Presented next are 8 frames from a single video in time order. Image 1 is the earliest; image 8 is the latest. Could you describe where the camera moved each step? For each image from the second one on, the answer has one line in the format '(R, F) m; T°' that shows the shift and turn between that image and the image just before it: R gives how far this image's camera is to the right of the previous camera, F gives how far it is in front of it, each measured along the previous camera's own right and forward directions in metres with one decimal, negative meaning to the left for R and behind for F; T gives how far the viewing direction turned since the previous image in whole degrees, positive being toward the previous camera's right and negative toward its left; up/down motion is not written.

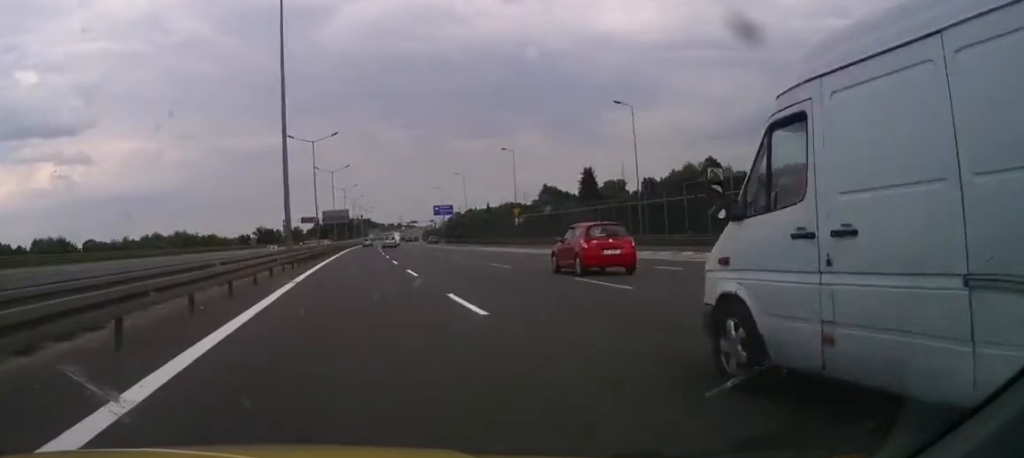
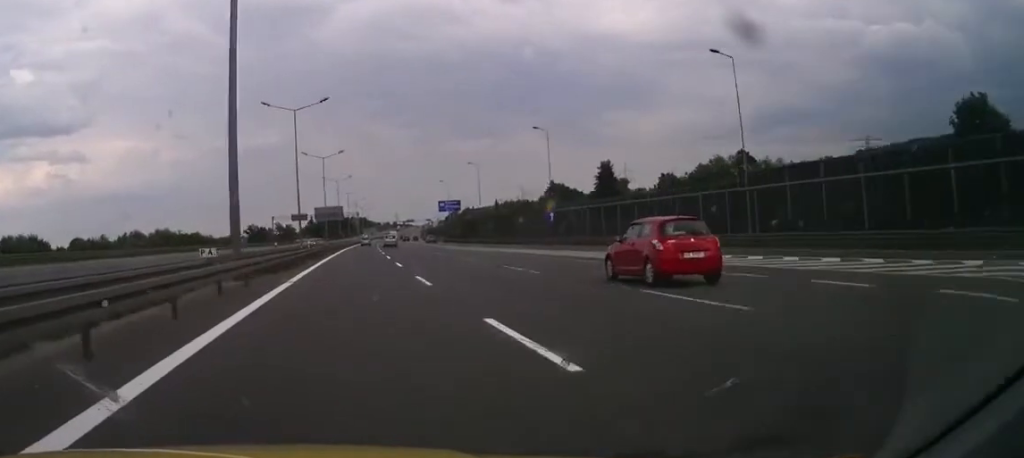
(0.0, +16.8) m; 0°
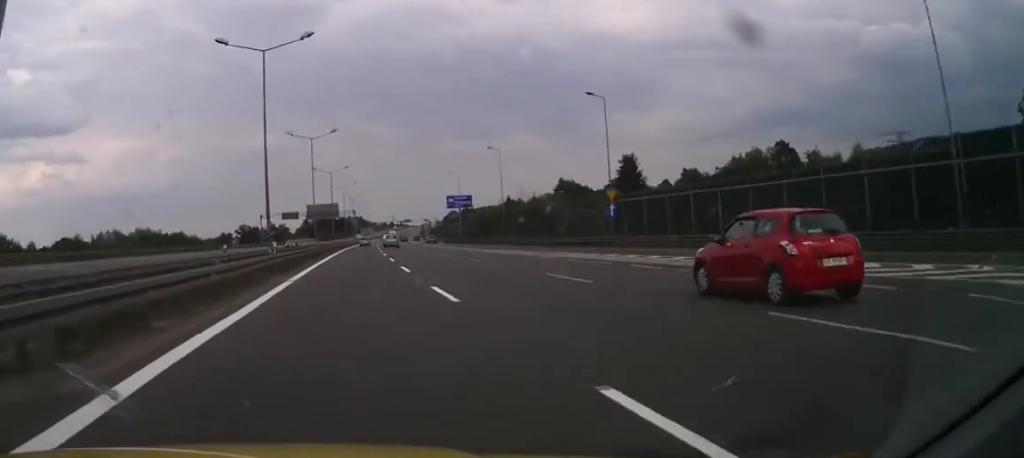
(0.0, +16.8) m; 0°
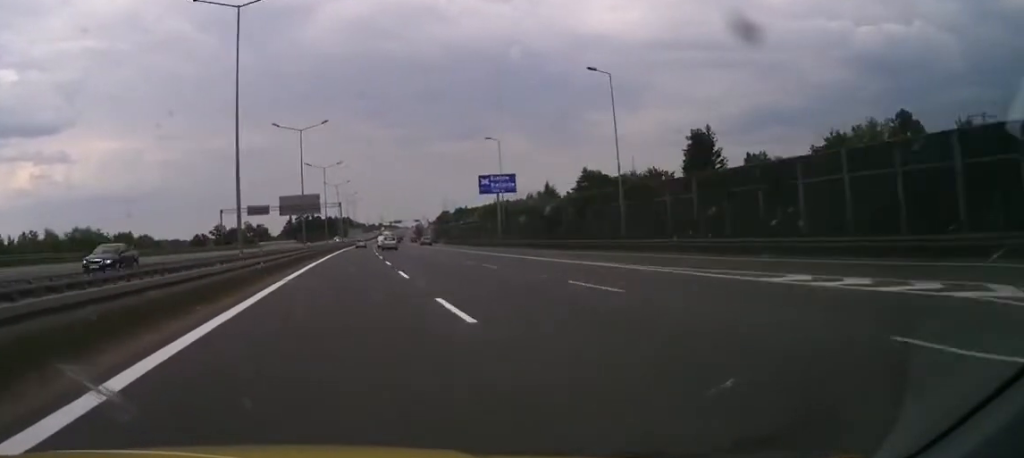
(0.0, +38.6) m; 0°
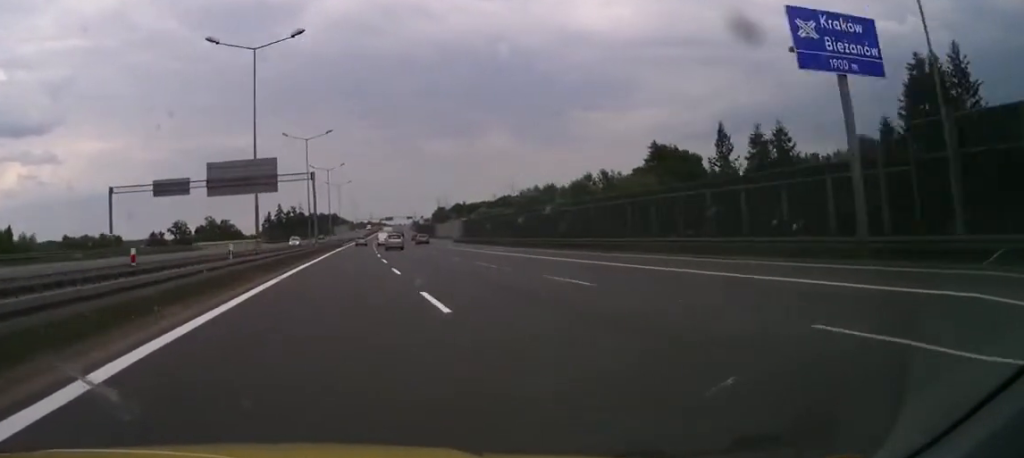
(0.0, +58.2) m; 0°
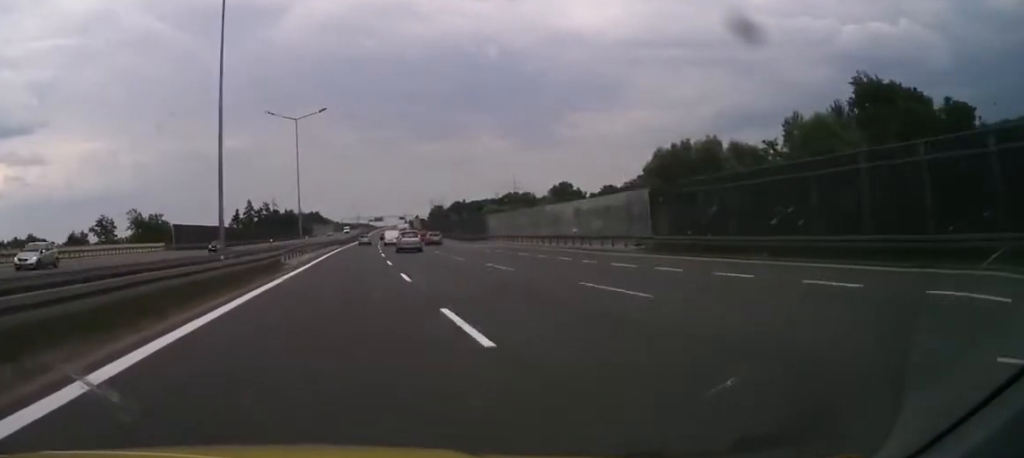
(+1.8, +74.7) m; +4°
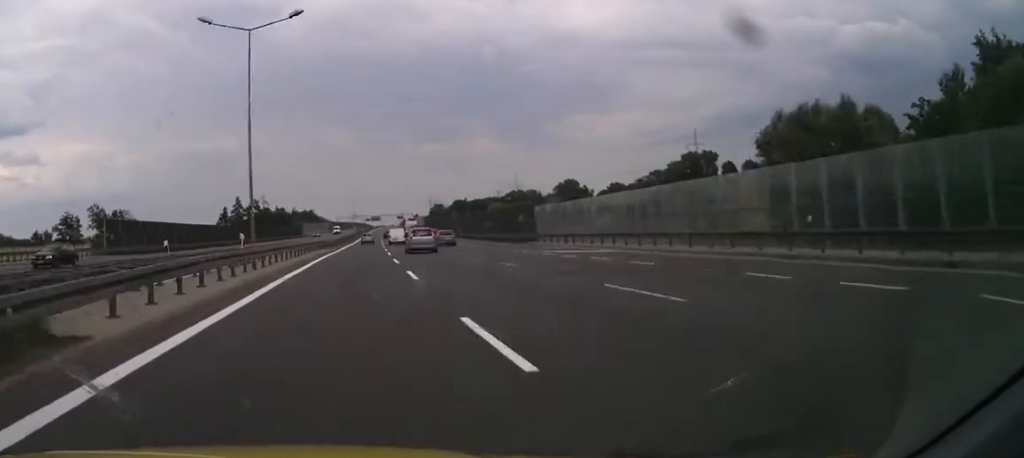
(+0.7, +25.1) m; +1°
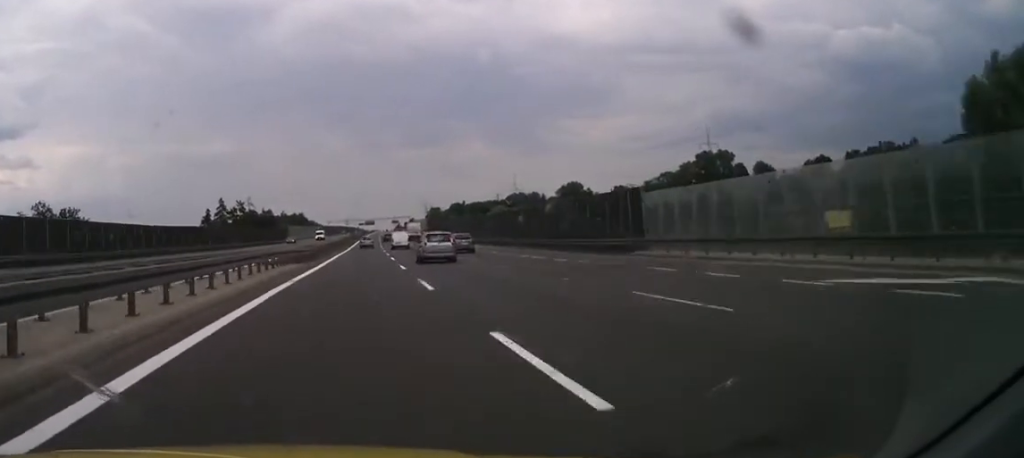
(+0.2, +25.2) m; +1°
